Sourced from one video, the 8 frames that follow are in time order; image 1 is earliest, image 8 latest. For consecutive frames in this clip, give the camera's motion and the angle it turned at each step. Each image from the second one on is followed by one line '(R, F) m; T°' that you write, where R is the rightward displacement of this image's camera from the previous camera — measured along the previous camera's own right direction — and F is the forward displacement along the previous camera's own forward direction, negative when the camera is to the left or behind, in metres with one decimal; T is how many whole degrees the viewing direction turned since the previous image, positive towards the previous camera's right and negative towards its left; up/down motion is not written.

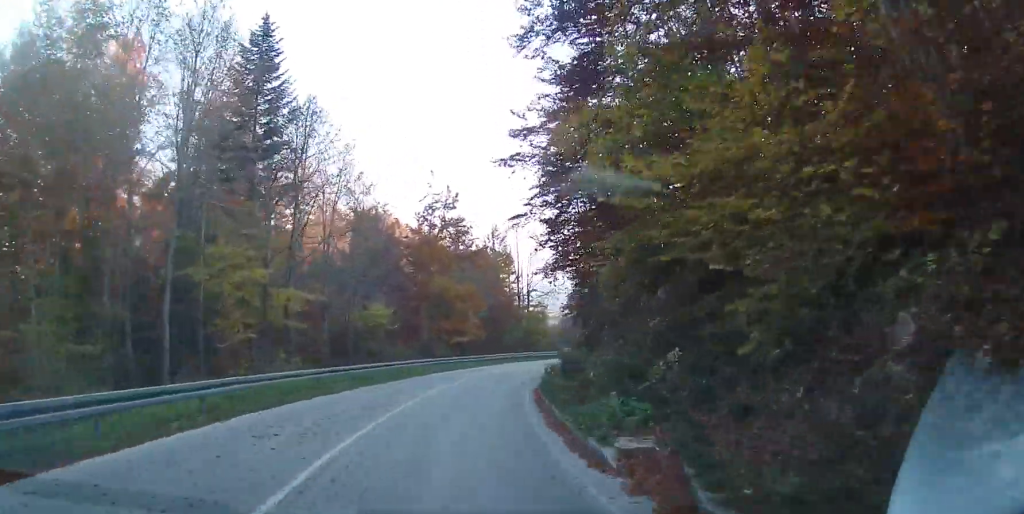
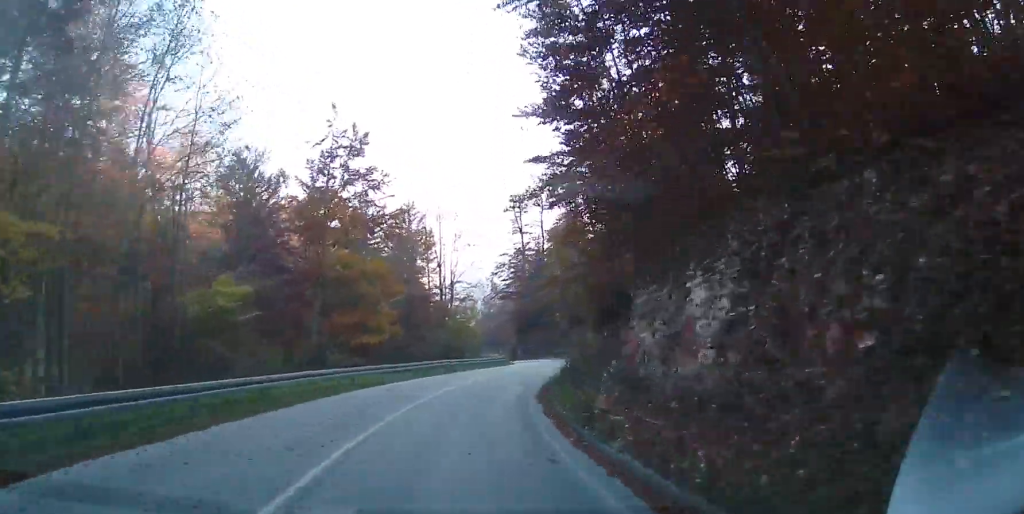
(+1.4, +15.2) m; +12°
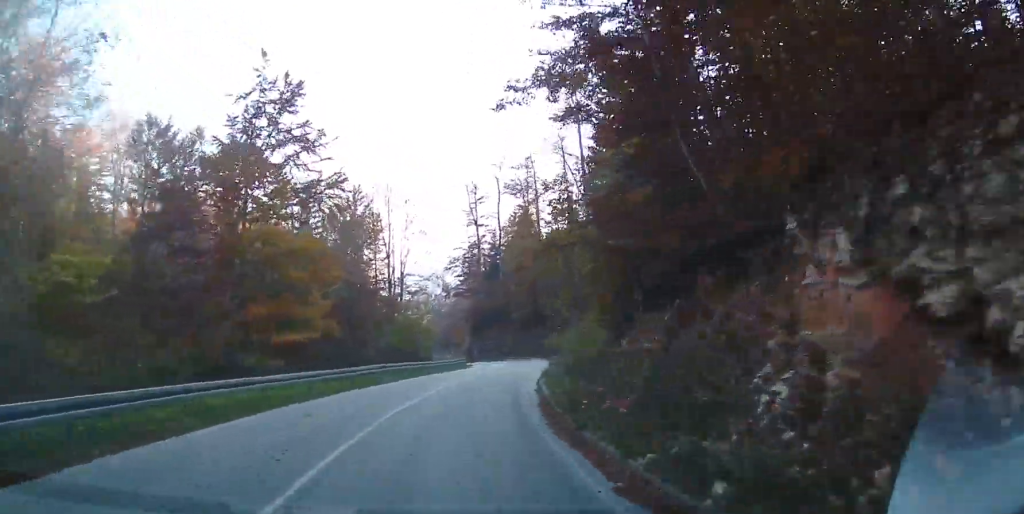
(0.0, +7.5) m; +6°
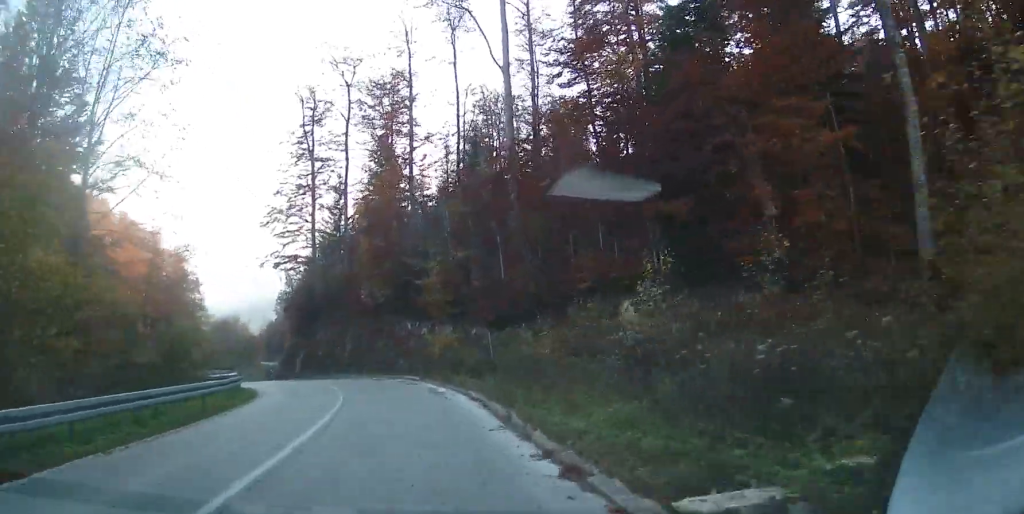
(+4.5, +37.7) m; +6°
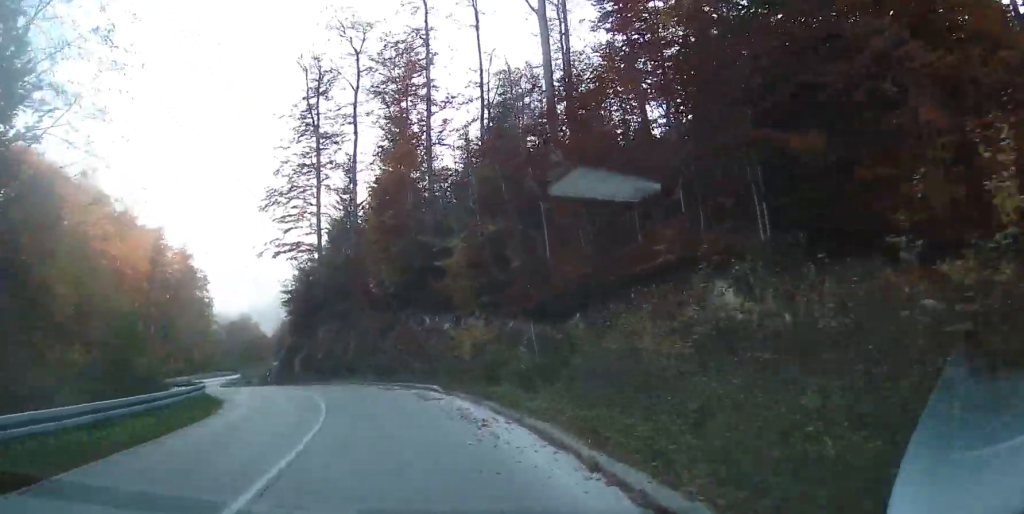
(-0.1, +8.2) m; -1°
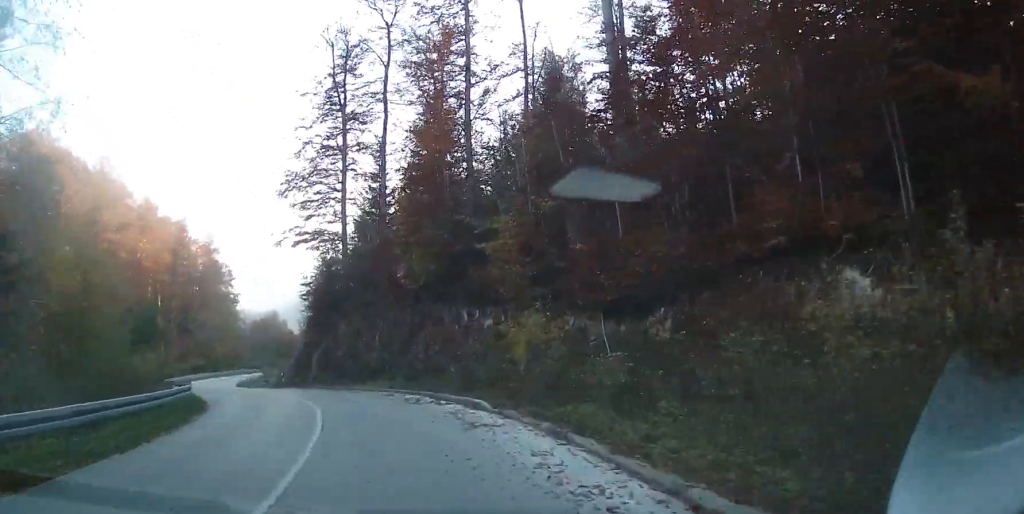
(0.0, +5.9) m; -2°
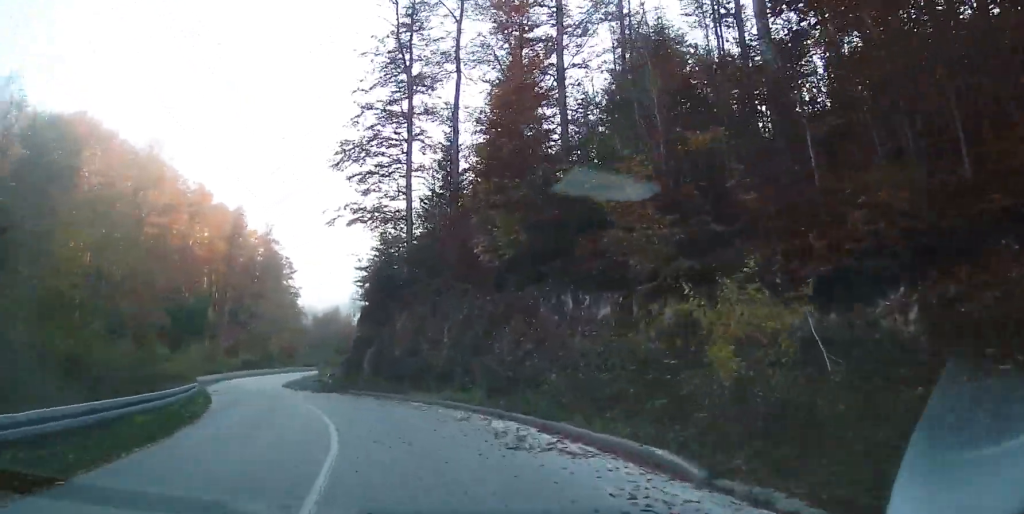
(+0.3, +8.4) m; -4°
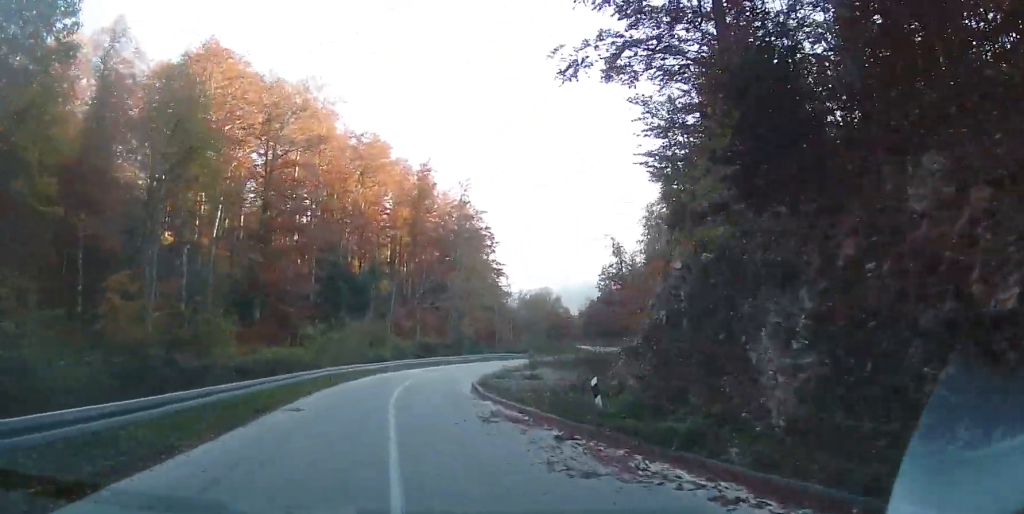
(-5.4, +24.0) m; -20°
